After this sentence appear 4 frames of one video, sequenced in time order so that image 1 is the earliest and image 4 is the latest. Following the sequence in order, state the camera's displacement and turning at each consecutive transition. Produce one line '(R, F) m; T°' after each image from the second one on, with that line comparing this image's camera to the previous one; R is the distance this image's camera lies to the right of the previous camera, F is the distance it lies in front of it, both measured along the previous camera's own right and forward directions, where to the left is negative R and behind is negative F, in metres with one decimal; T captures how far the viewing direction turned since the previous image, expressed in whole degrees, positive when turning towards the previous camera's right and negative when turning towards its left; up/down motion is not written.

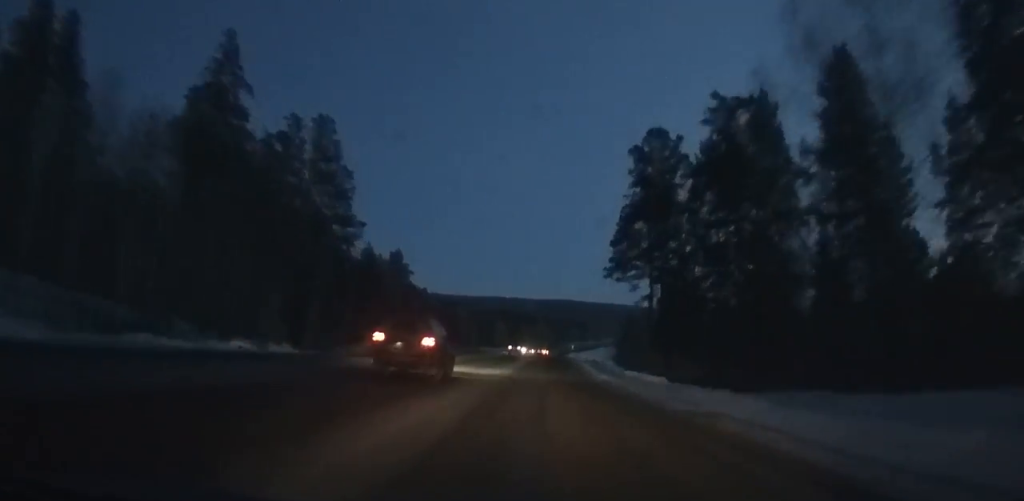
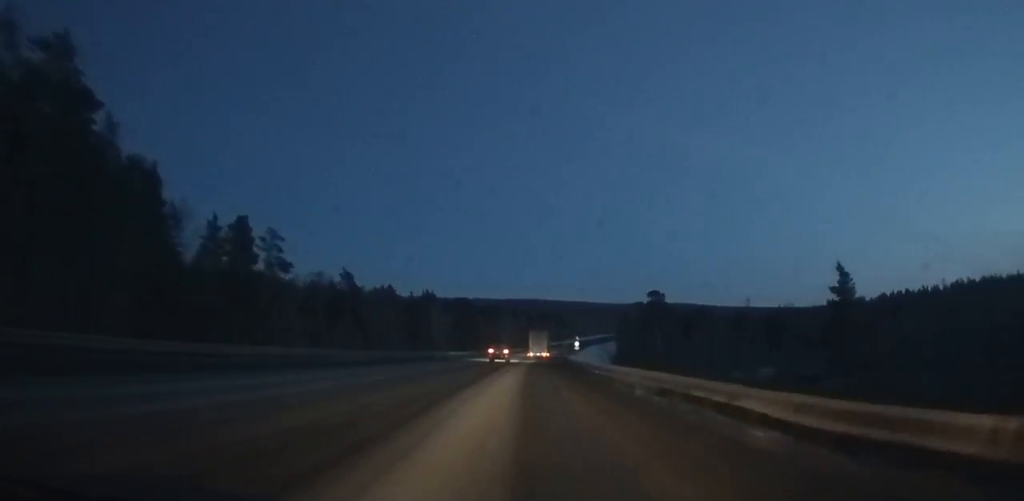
(+3.3, +101.0) m; +4°
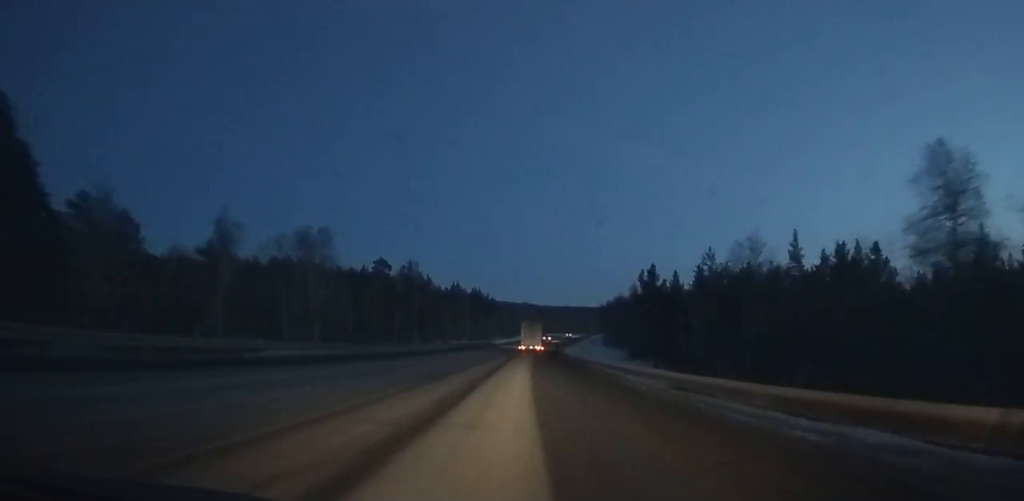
(+12.4, +176.2) m; +8°
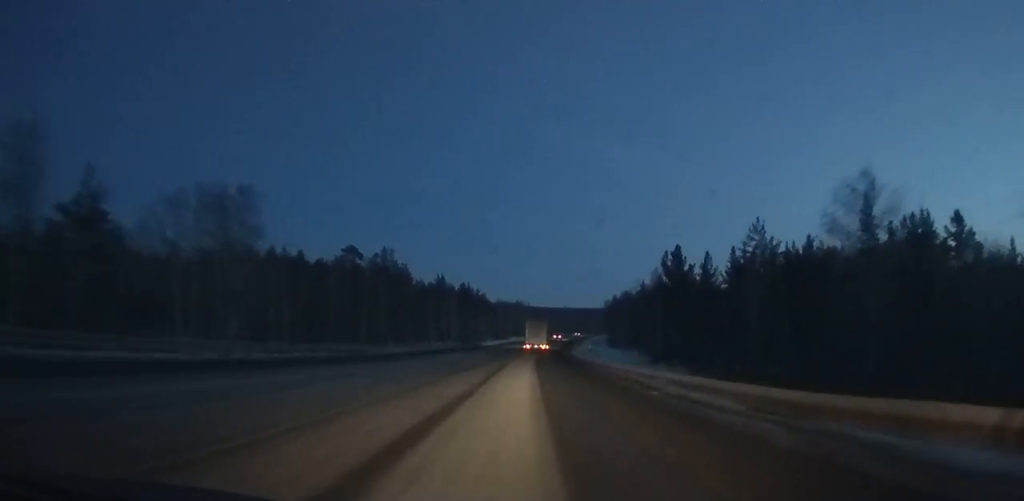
(0.0, +22.4) m; +1°
